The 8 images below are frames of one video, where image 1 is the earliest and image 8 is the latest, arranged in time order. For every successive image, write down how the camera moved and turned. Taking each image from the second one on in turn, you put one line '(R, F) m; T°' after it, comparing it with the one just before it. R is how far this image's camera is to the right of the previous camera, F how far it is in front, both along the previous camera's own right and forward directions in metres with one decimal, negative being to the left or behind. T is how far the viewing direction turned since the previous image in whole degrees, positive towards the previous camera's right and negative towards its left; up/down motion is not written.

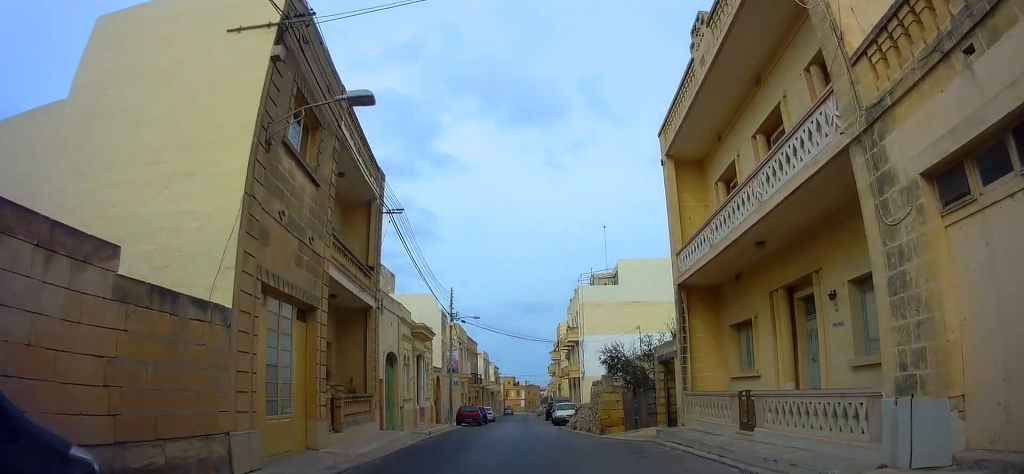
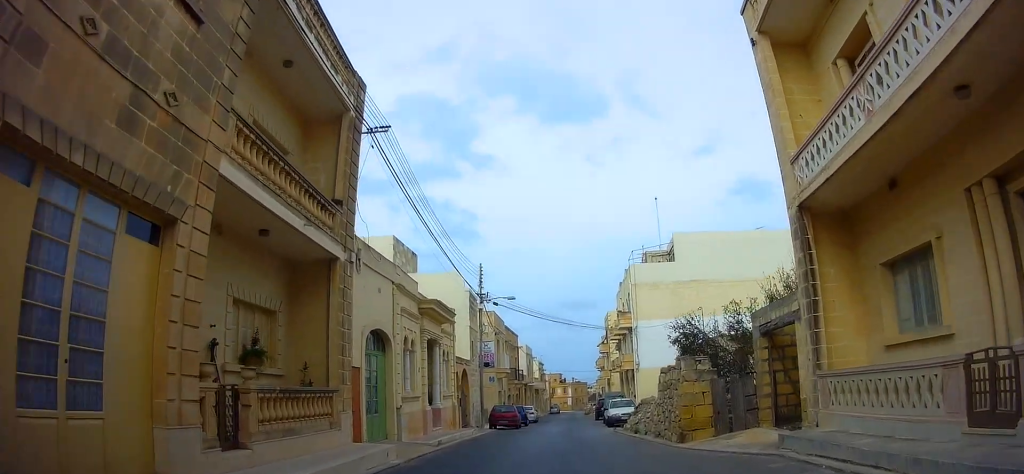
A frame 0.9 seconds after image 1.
(-0.4, +5.0) m; +1°
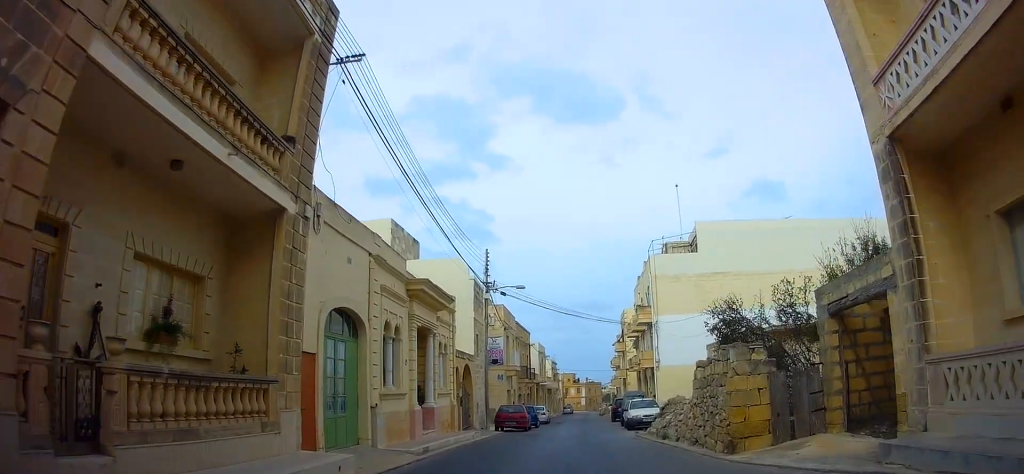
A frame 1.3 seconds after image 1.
(+0.2, +2.7) m; -1°
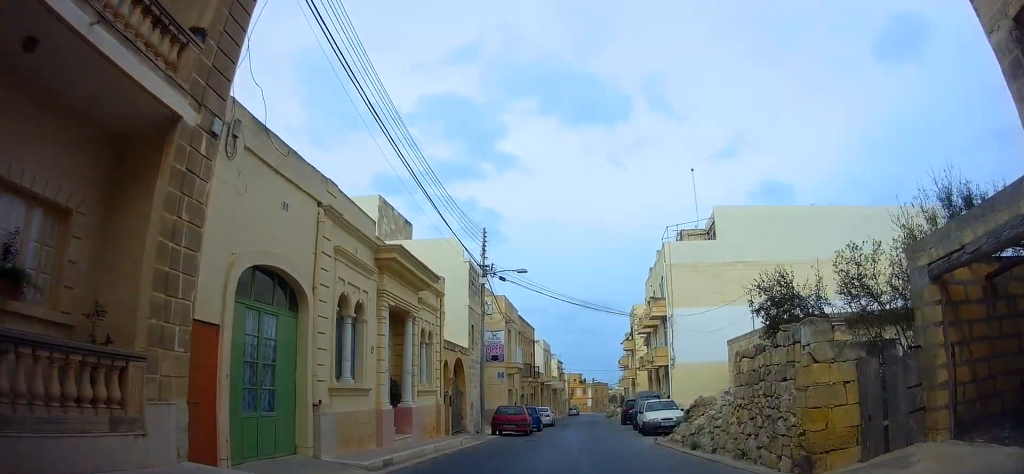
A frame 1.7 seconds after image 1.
(+0.3, +2.8) m; -1°
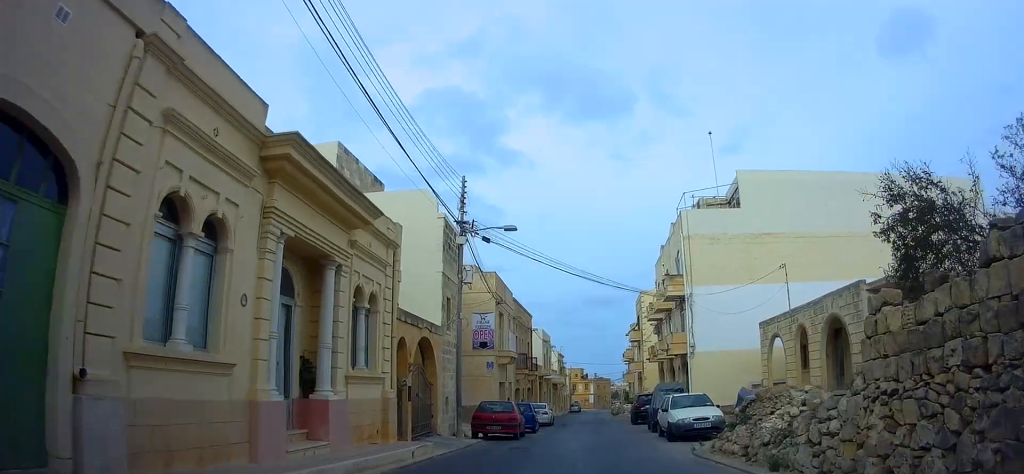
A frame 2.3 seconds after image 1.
(-0.2, +4.8) m; -2°
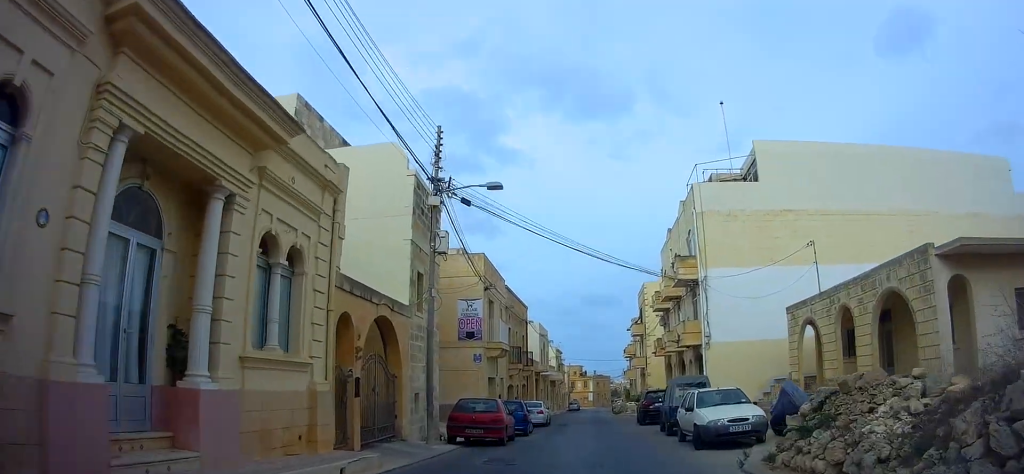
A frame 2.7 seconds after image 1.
(-0.4, +3.5) m; -1°
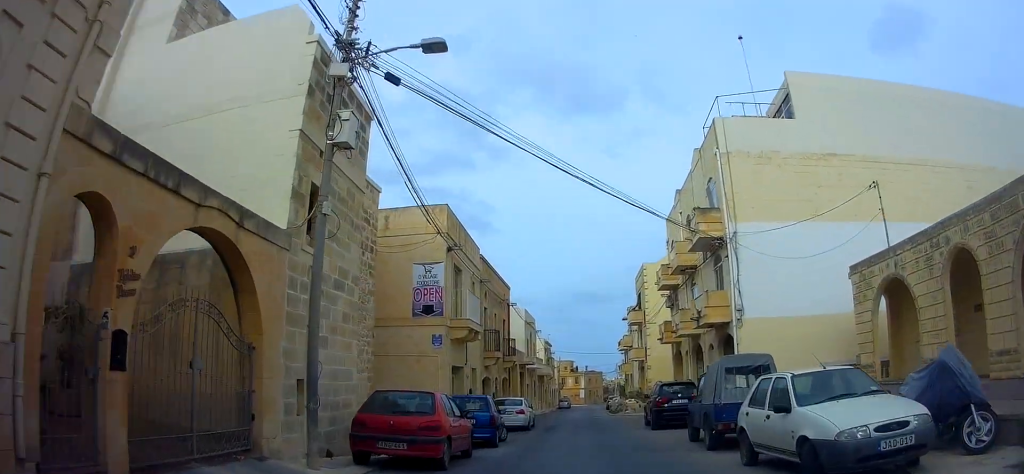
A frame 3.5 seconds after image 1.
(+0.2, +6.5) m; +2°
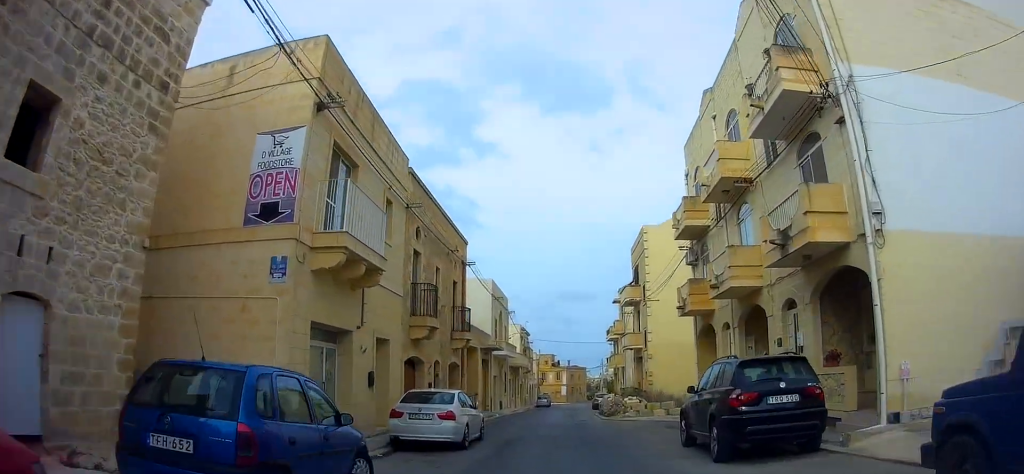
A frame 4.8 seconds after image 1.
(+0.3, +11.0) m; +2°
